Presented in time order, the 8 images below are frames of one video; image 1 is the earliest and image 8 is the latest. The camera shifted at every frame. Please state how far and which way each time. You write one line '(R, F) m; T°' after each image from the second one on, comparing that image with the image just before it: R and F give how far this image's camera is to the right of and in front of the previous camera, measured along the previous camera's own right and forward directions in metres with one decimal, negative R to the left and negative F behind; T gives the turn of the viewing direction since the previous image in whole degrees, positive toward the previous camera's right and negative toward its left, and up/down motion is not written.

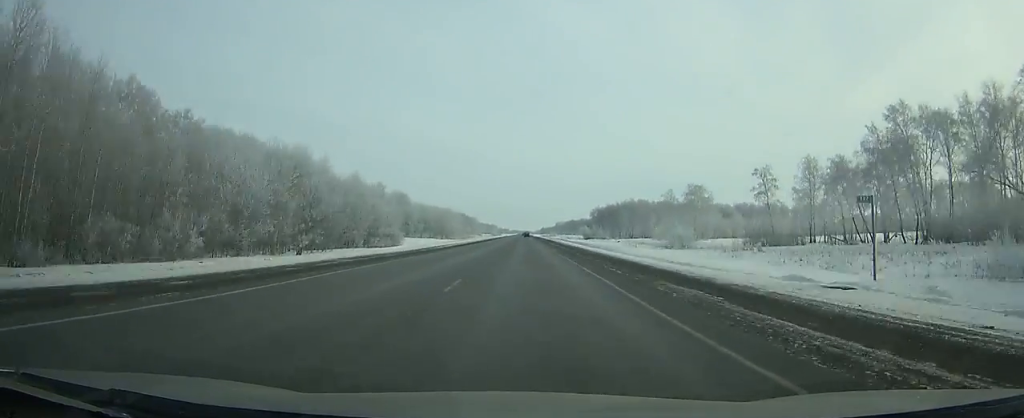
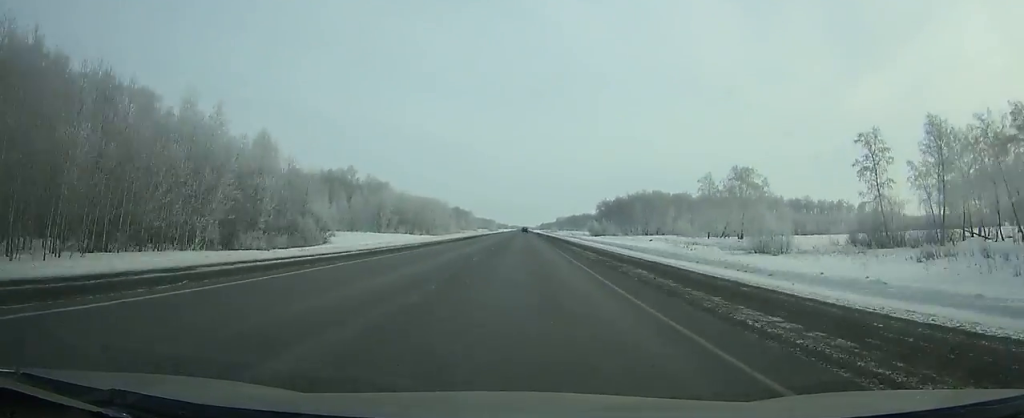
(+0.1, +39.7) m; 0°
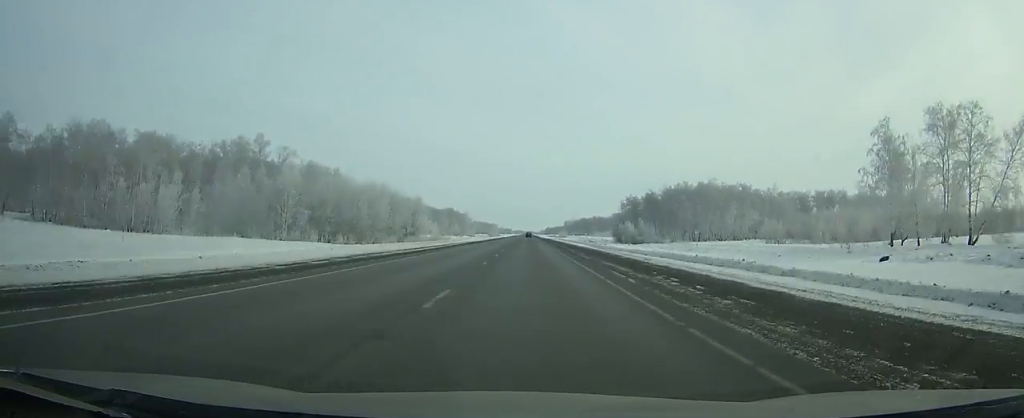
(-0.2, +68.7) m; 0°
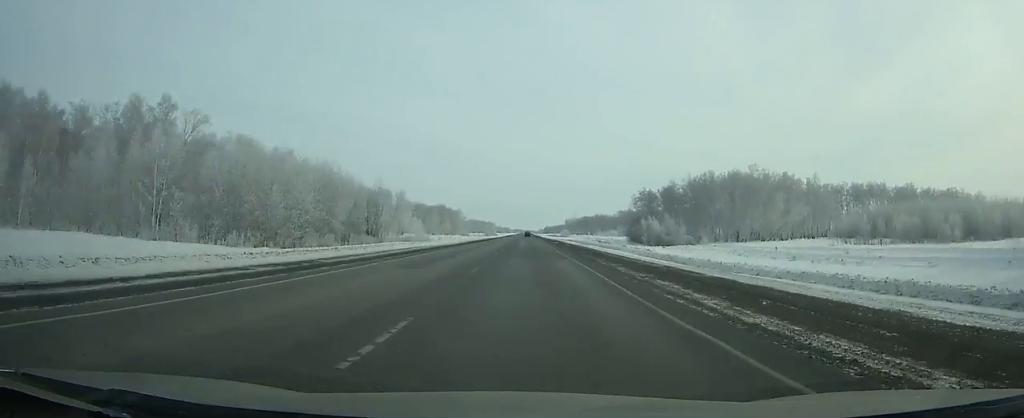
(0.0, +35.2) m; 0°
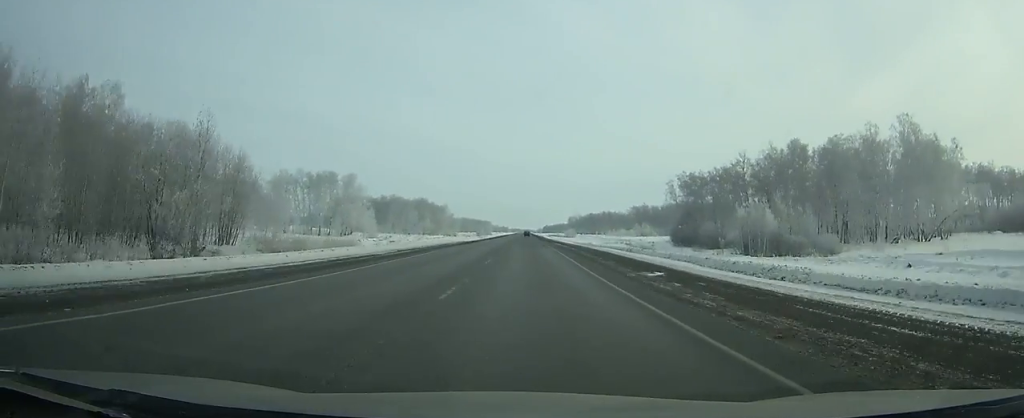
(0.0, +64.3) m; 0°
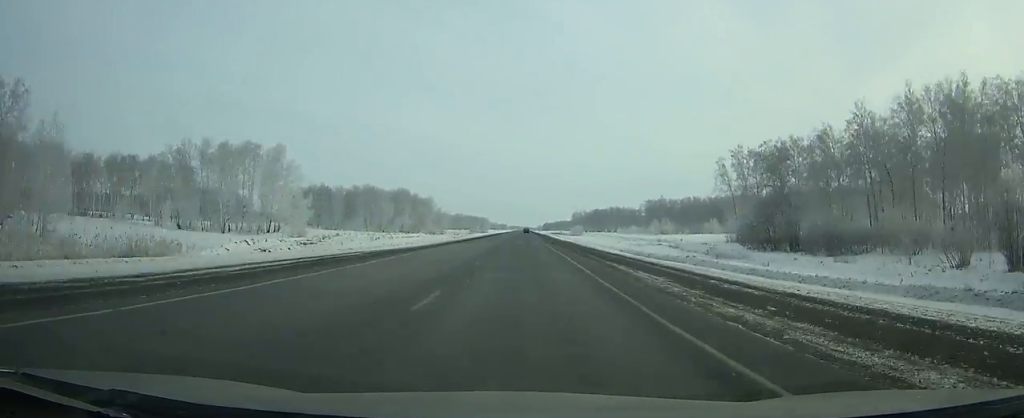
(+0.1, +48.2) m; 0°
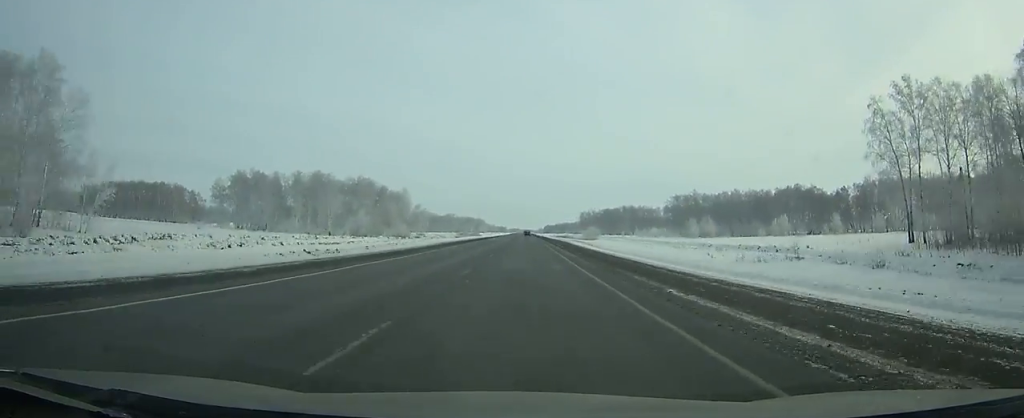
(0.0, +63.6) m; 0°
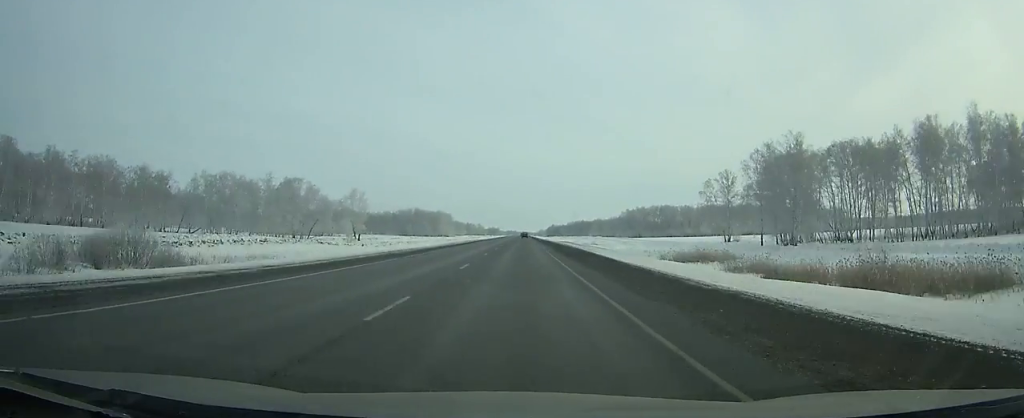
(+0.3, +330.4) m; 0°
